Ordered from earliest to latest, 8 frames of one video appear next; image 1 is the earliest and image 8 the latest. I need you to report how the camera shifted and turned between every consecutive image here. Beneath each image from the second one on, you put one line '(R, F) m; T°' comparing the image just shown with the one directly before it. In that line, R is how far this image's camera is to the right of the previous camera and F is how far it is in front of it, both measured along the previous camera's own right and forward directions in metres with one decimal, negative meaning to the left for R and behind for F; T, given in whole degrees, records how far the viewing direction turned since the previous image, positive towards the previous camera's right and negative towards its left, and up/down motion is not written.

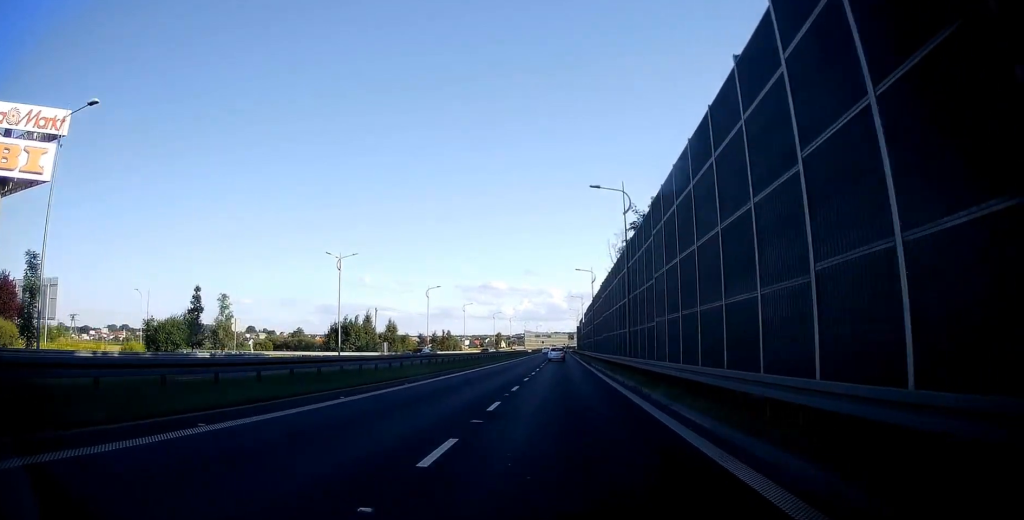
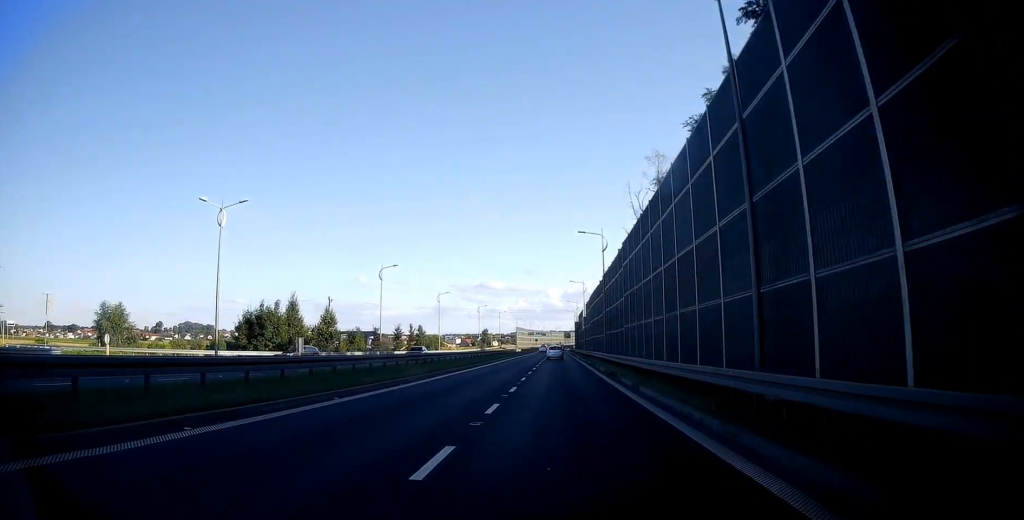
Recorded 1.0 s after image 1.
(-0.2, +27.2) m; 0°
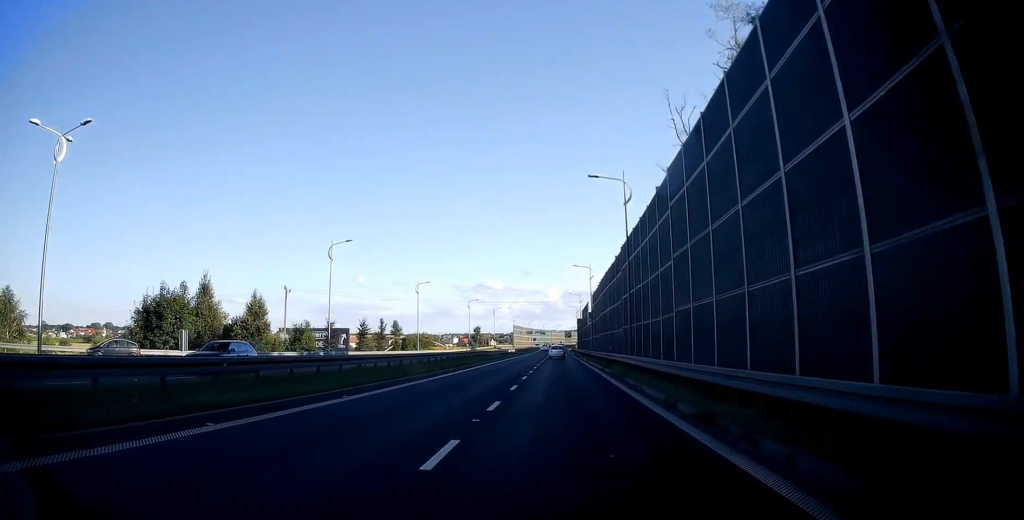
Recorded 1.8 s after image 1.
(0.0, +19.9) m; 0°
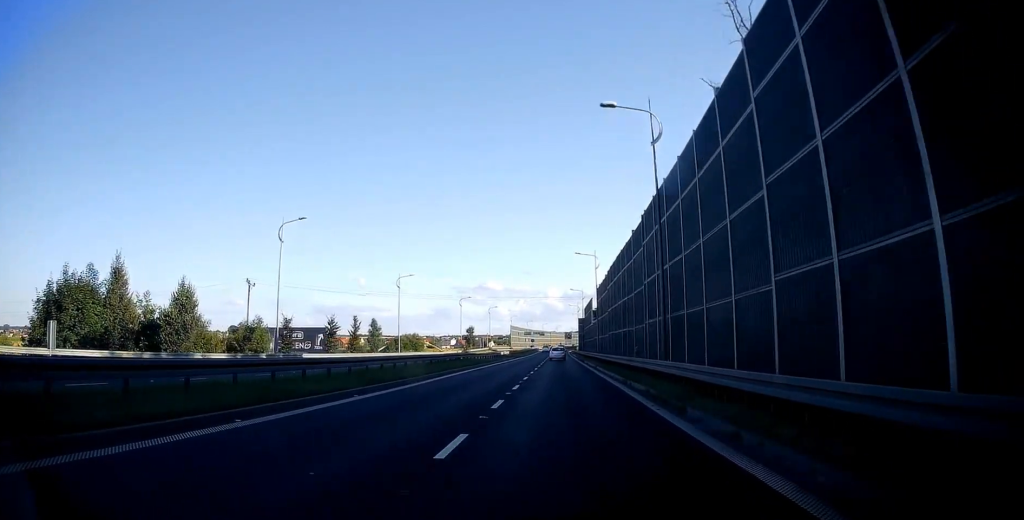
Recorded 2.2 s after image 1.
(0.0, +12.7) m; 0°
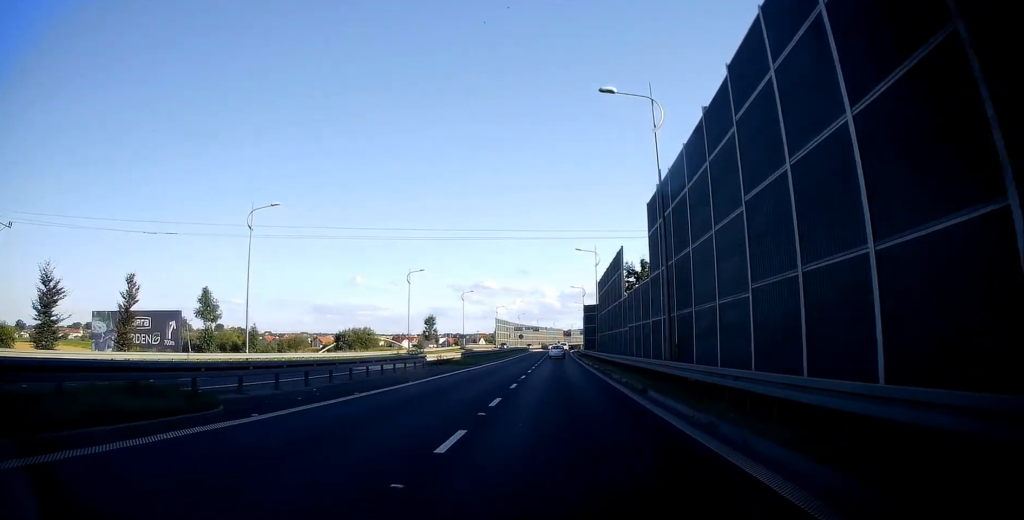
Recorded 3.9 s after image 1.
(0.0, +39.3) m; 0°
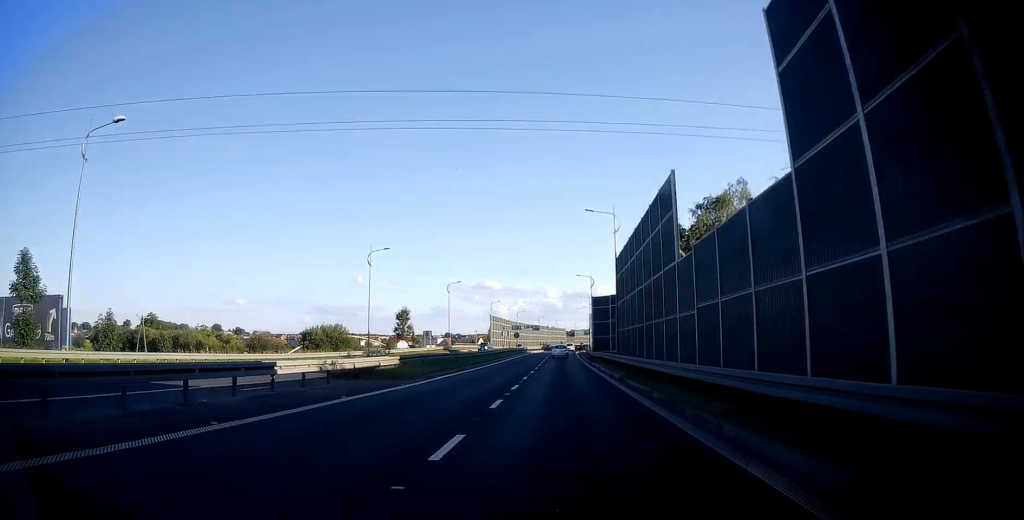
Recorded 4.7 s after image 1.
(0.0, +15.9) m; 0°
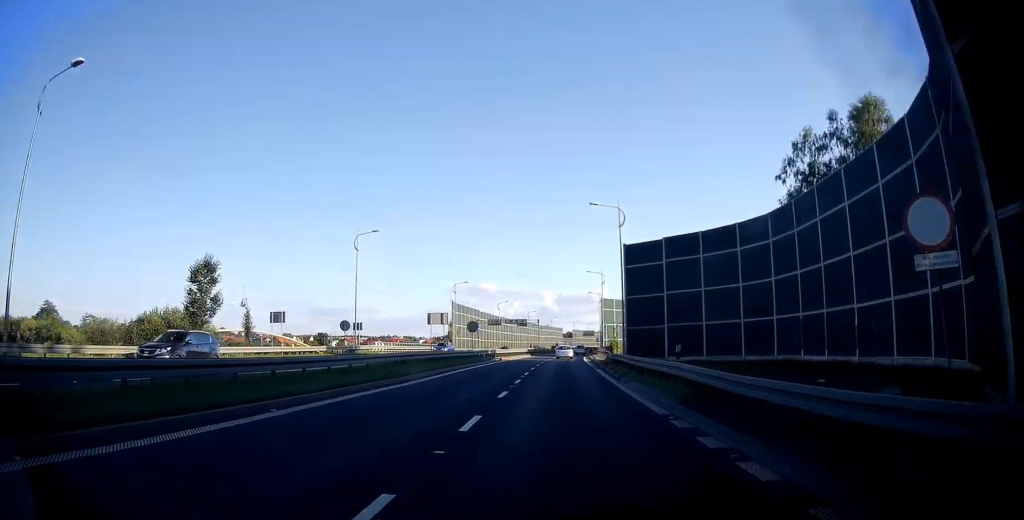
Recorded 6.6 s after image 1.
(-0.1, +41.8) m; 0°
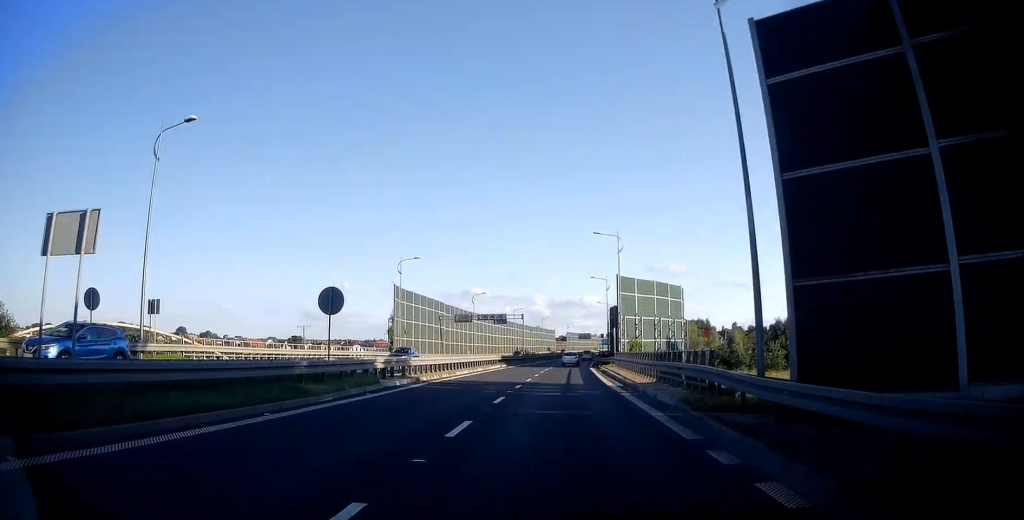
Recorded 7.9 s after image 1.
(+0.1, +29.7) m; +1°
